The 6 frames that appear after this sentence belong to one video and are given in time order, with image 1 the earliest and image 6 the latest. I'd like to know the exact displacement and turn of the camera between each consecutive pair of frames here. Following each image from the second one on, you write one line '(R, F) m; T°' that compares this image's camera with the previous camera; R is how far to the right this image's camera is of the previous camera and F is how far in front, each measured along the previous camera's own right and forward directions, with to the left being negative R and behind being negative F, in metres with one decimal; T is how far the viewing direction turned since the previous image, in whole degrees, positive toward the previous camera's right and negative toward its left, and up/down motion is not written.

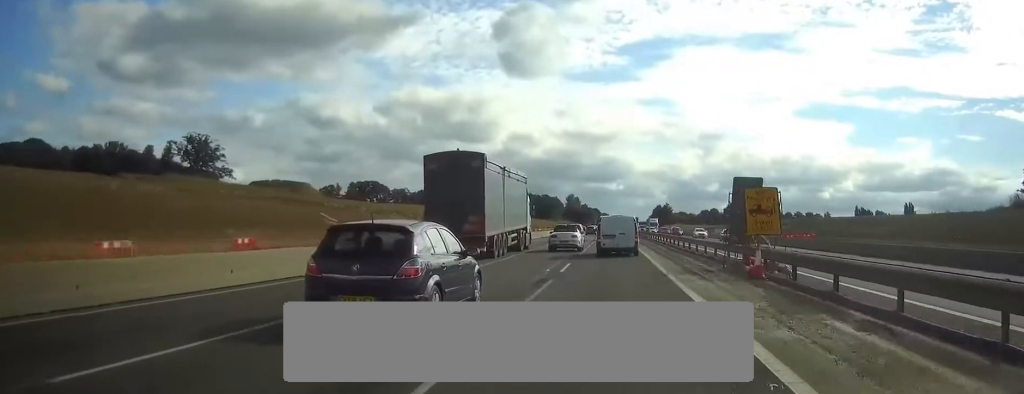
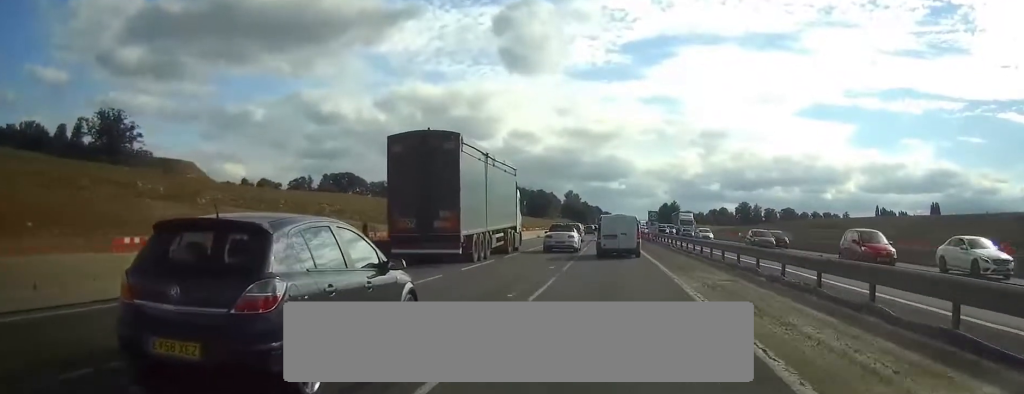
(0.0, +43.9) m; 0°
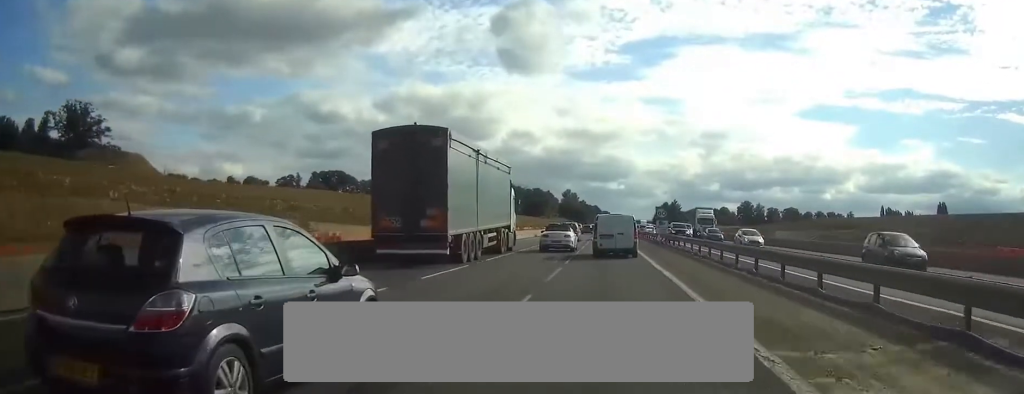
(0.0, +13.2) m; 0°
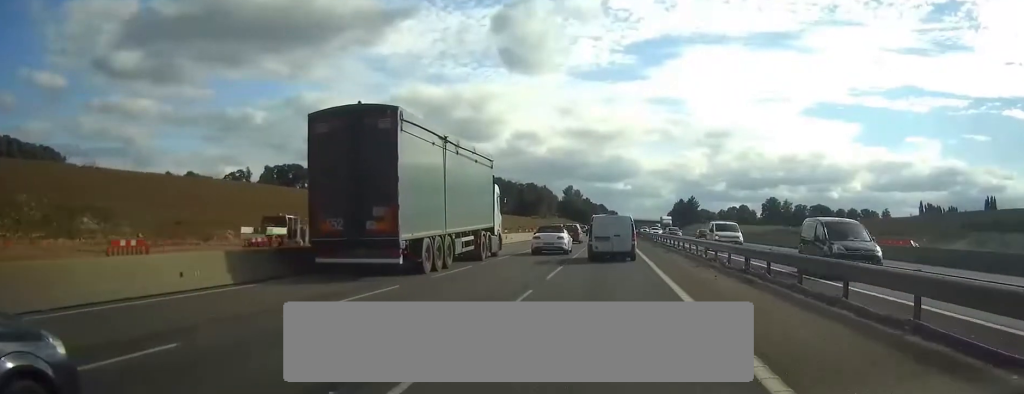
(-0.2, +58.6) m; 0°
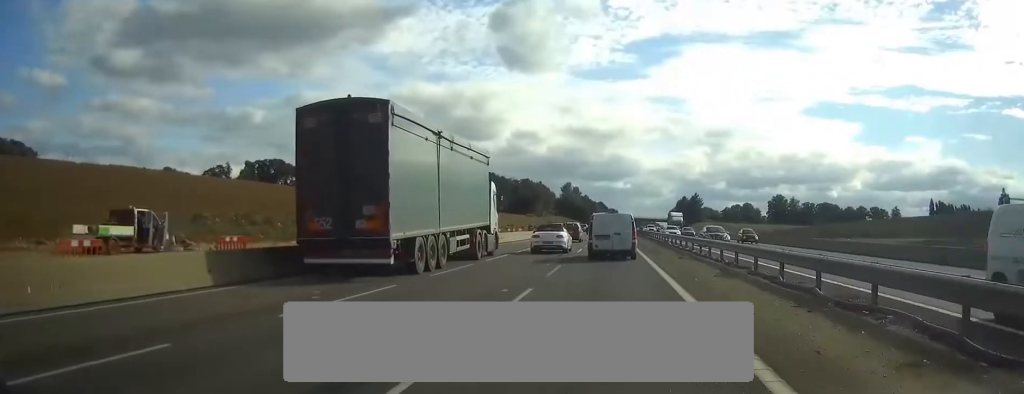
(0.0, +17.0) m; 0°
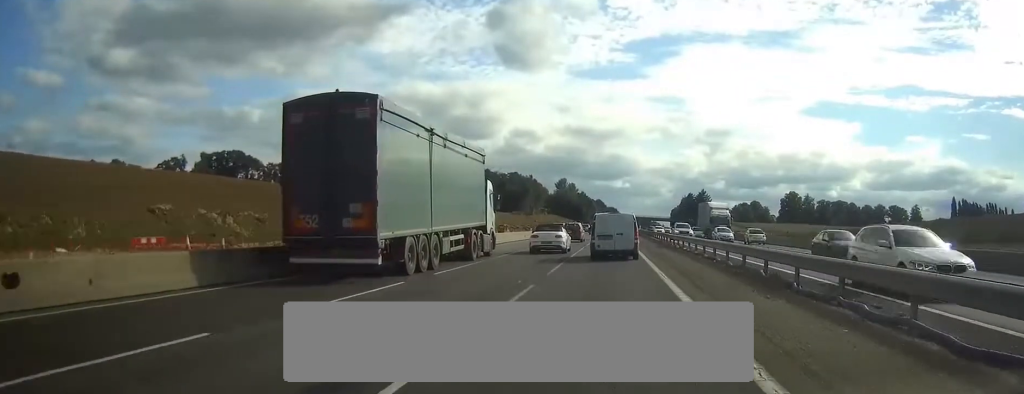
(0.0, +32.3) m; 0°
